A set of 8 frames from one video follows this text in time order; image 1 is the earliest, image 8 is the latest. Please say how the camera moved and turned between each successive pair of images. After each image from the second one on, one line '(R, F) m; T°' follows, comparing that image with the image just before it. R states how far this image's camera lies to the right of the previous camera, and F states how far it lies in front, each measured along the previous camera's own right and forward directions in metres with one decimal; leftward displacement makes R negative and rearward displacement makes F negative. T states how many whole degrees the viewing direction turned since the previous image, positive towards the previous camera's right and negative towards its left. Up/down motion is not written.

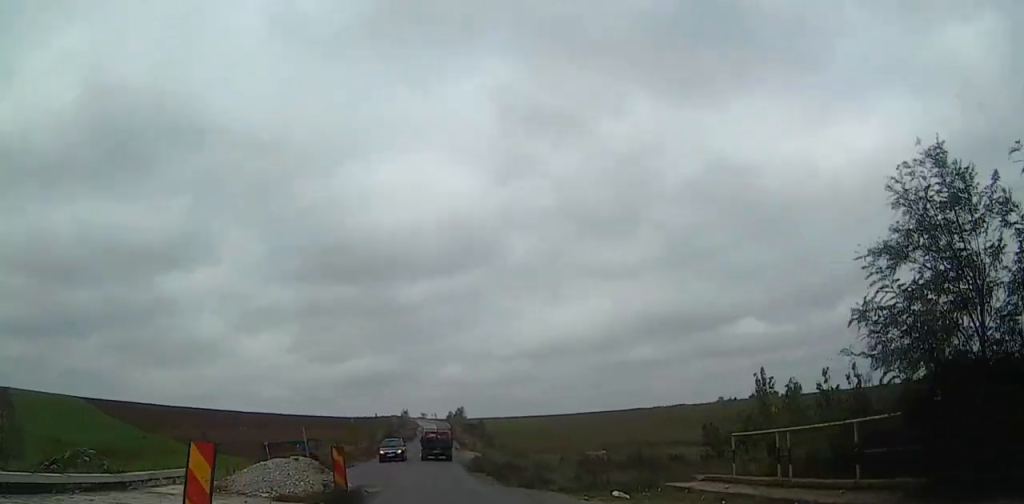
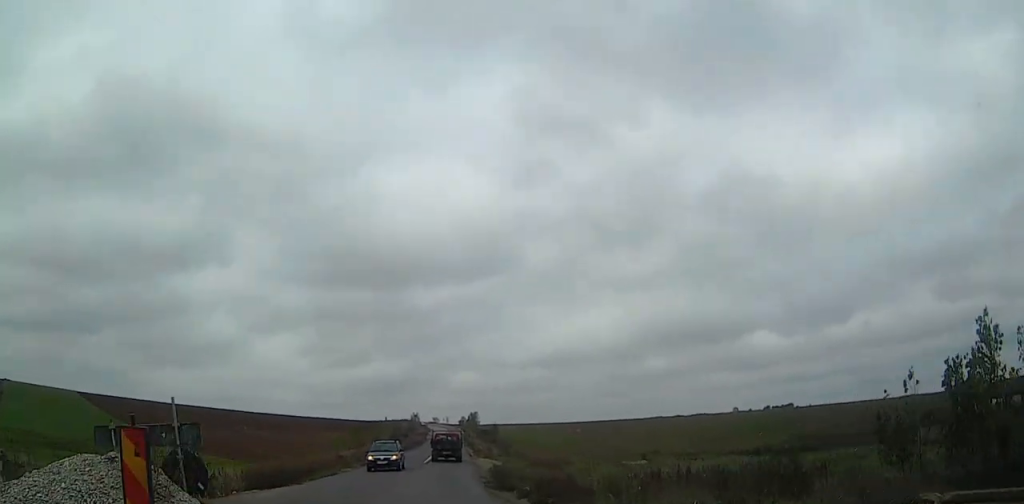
(0.0, +11.2) m; -1°
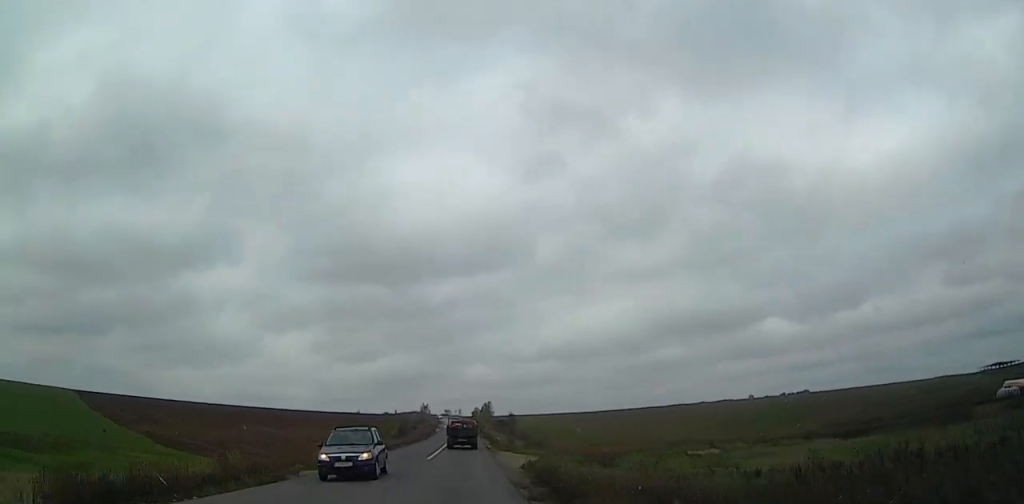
(-0.4, +13.4) m; -1°
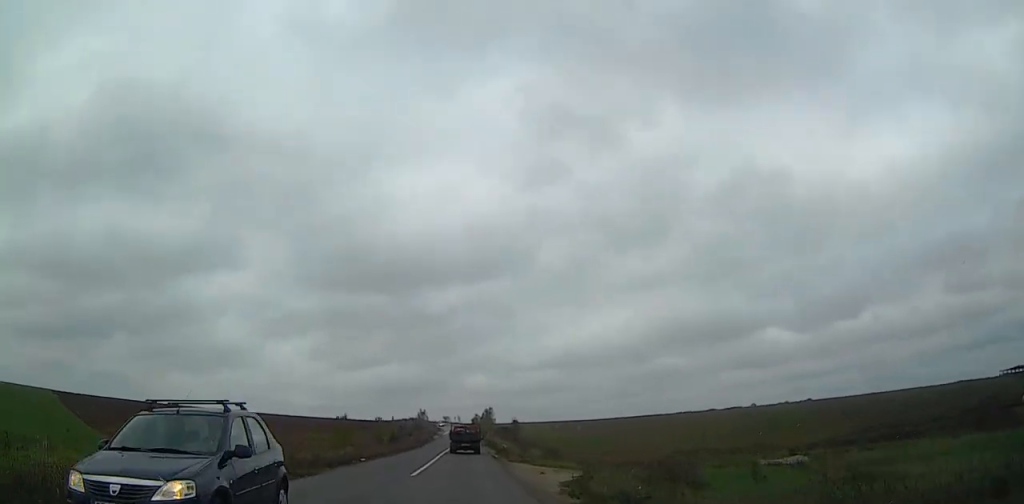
(+0.2, +11.2) m; +1°
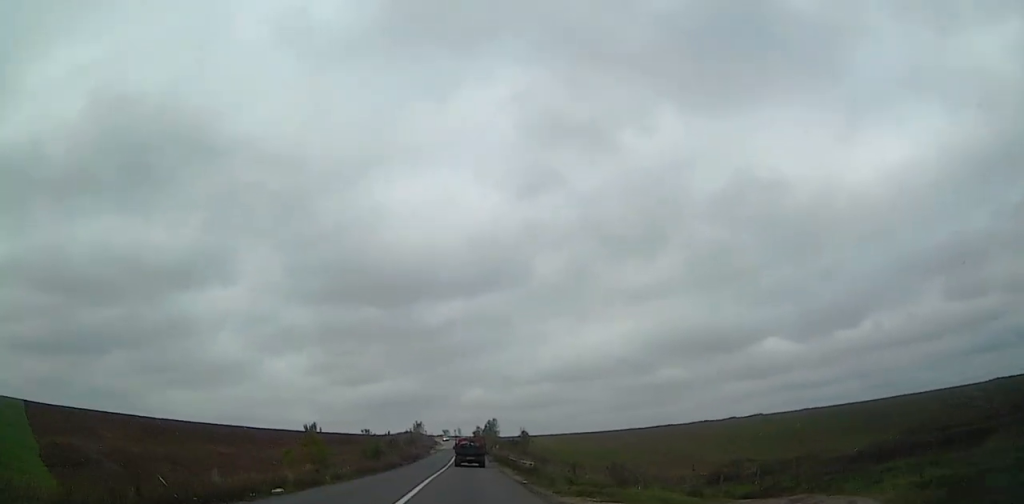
(+0.1, +18.0) m; 0°
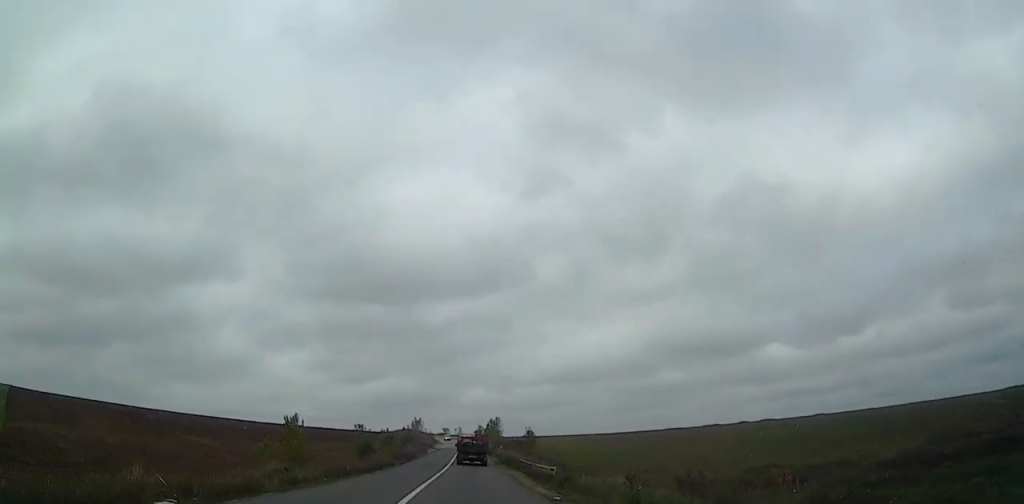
(0.0, +8.1) m; 0°
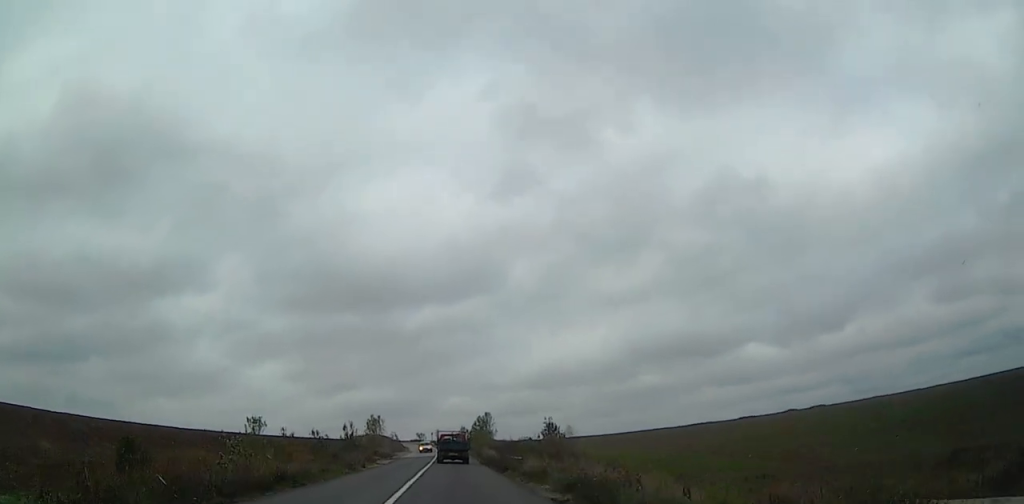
(+0.5, +43.3) m; +1°
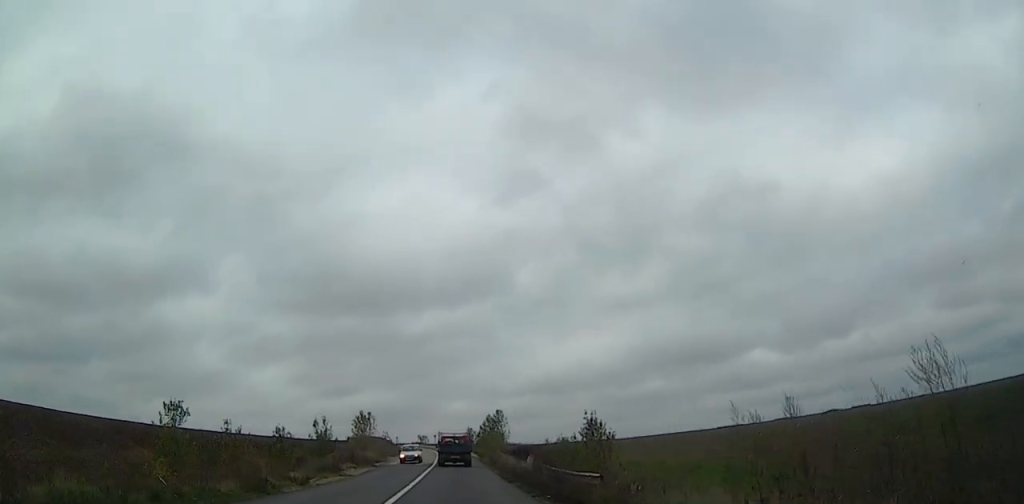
(+0.3, +17.5) m; 0°
